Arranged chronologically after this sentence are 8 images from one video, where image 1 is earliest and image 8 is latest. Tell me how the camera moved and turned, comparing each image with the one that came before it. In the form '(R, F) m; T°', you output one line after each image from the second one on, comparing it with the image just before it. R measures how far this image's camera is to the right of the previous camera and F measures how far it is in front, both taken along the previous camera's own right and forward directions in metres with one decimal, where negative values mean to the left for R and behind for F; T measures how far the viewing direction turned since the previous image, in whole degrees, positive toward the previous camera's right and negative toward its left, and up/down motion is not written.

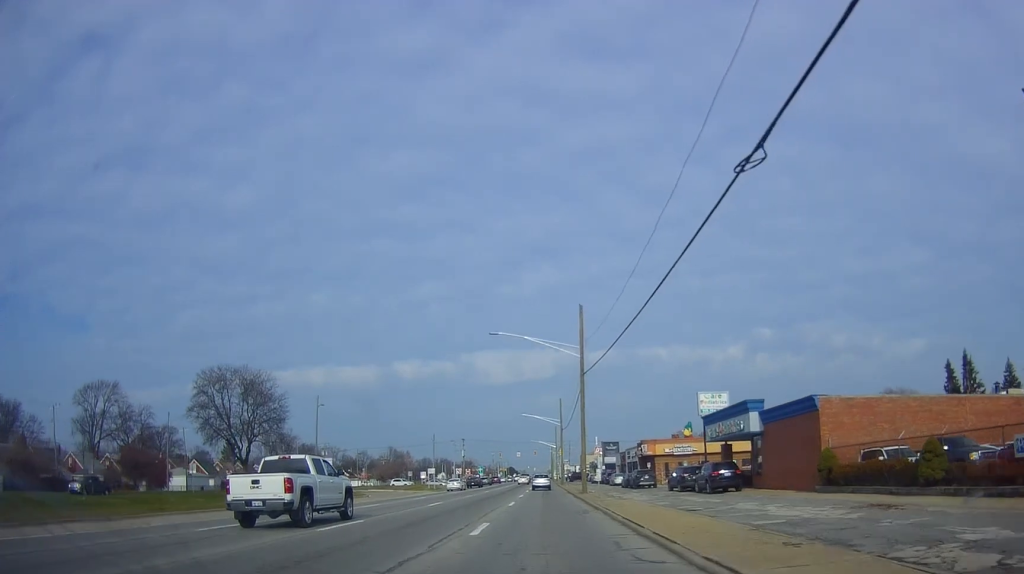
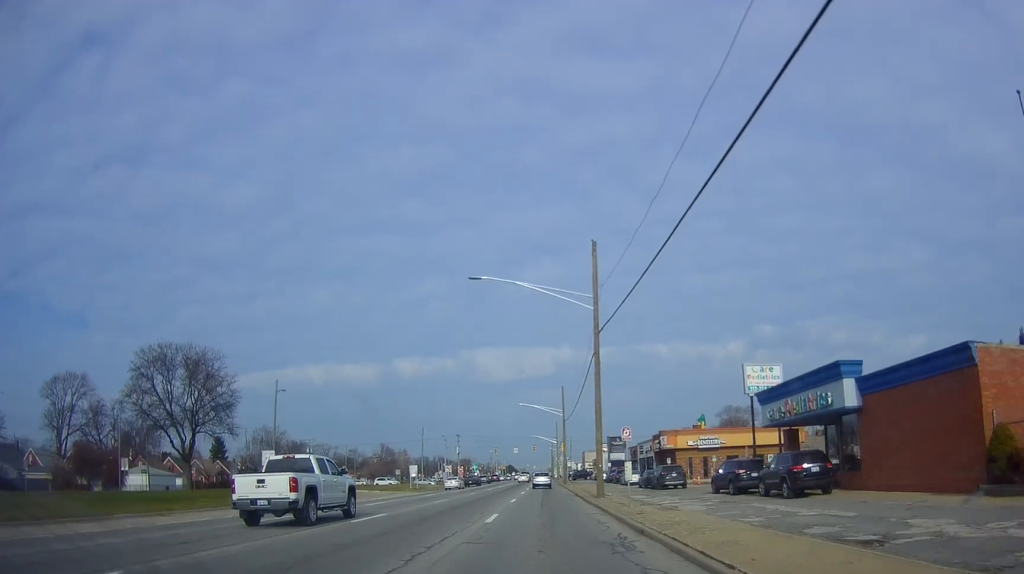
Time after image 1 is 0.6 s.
(-0.5, +12.0) m; -1°
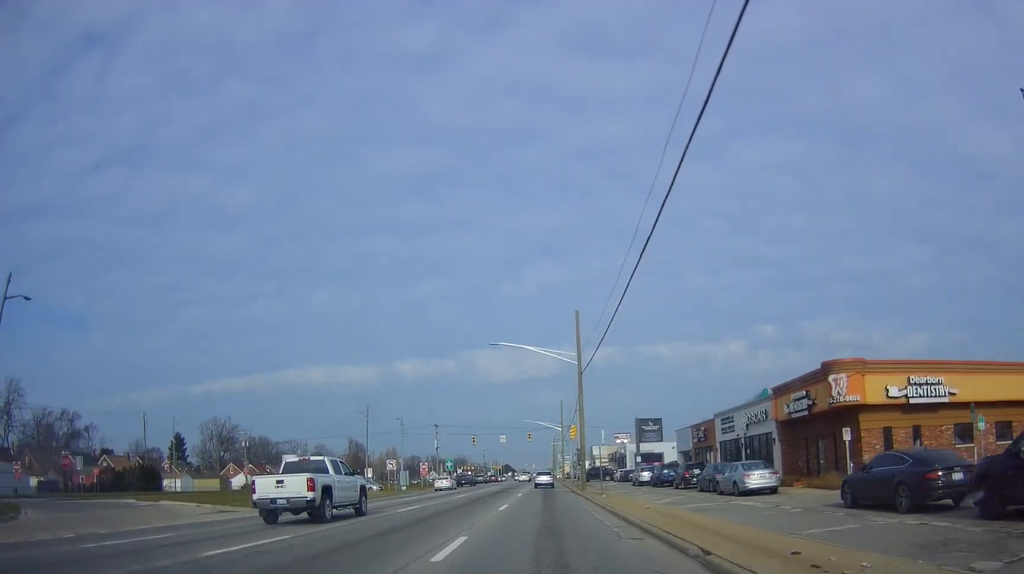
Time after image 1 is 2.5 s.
(+0.7, +38.0) m; +3°
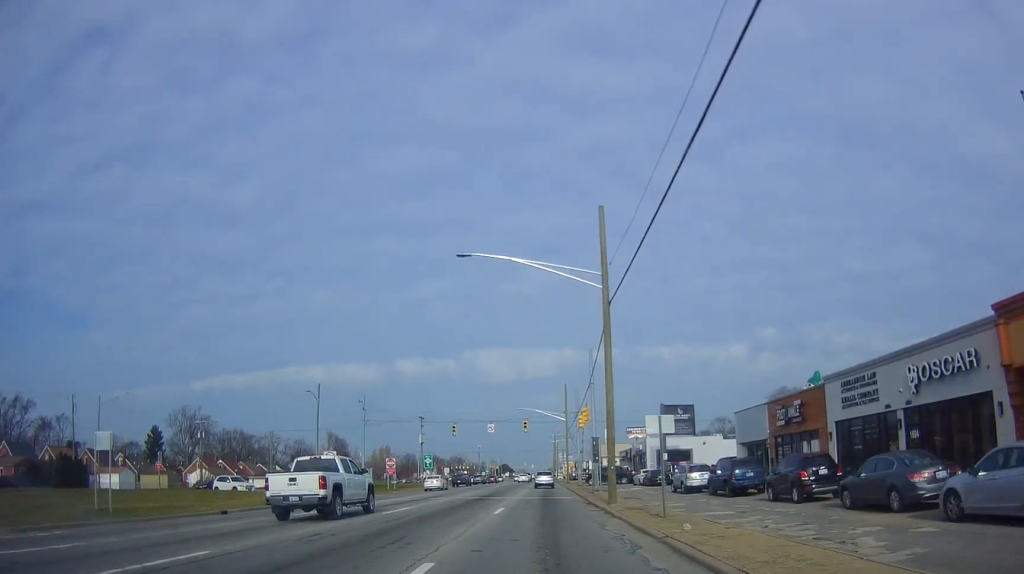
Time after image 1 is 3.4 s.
(+0.2, +18.6) m; -1°
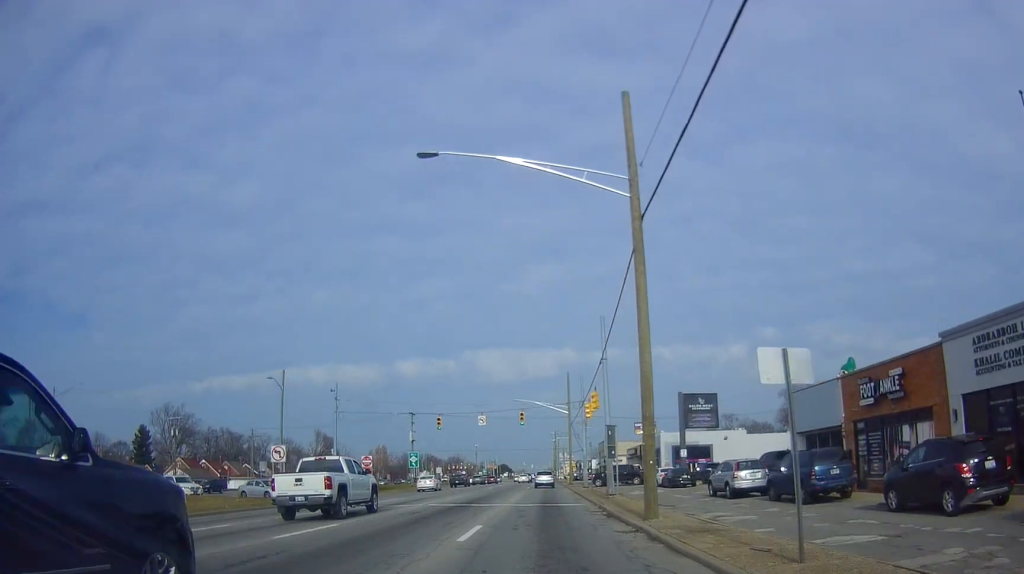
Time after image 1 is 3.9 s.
(+0.2, +9.3) m; -1°
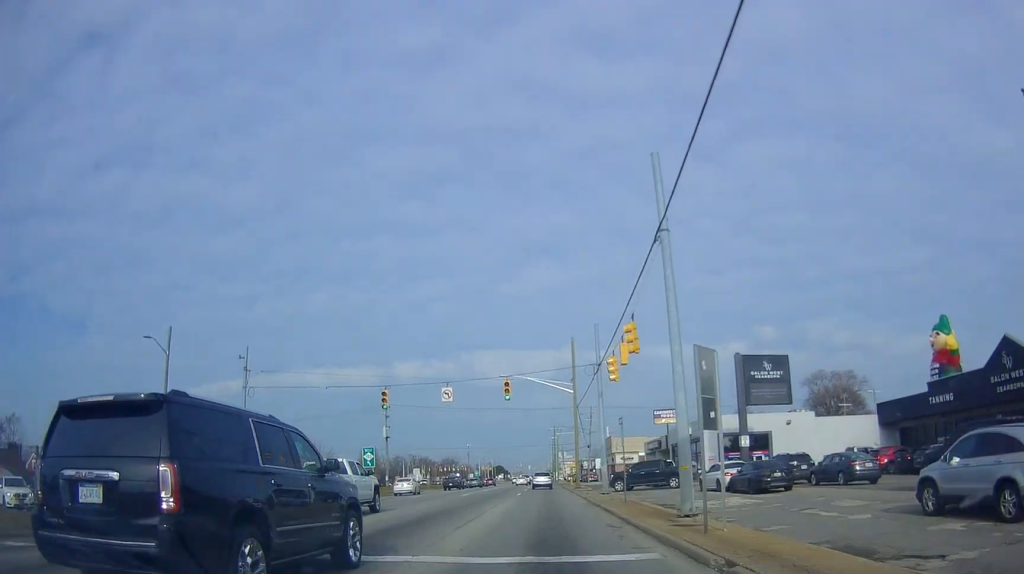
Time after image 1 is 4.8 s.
(-0.7, +18.3) m; 0°
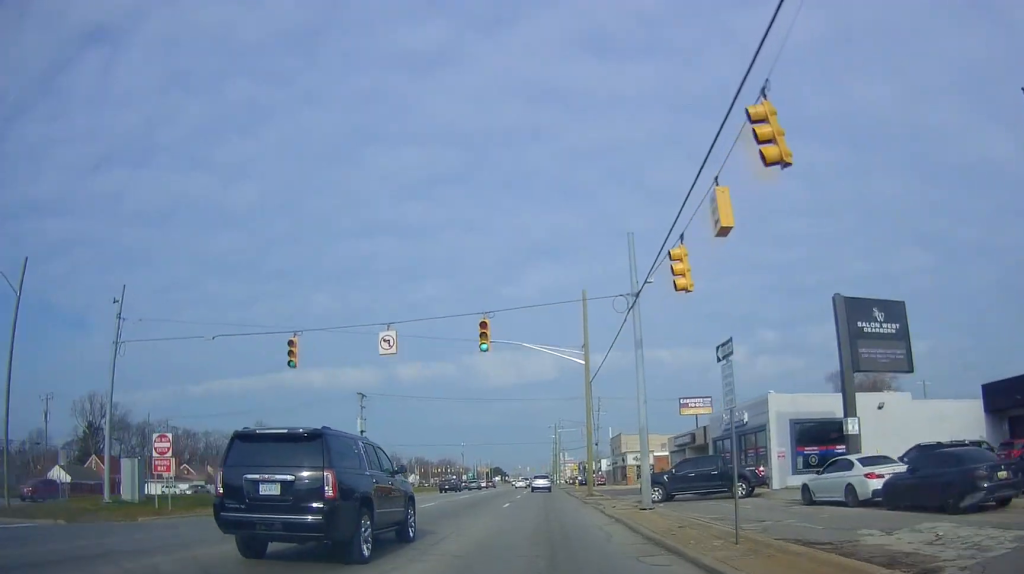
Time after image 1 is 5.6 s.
(+0.4, +14.3) m; 0°
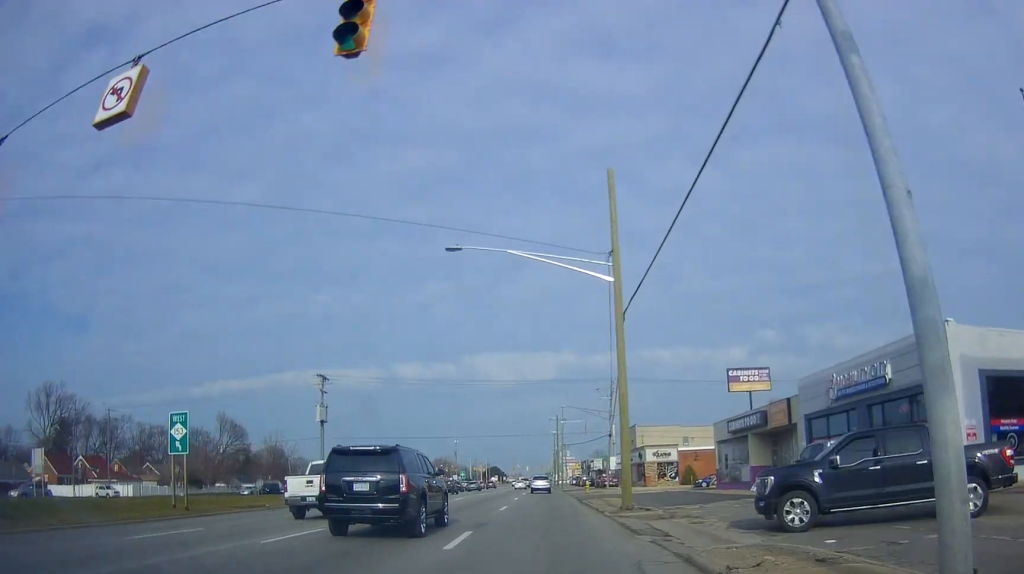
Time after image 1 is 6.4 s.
(-0.1, +16.3) m; 0°
